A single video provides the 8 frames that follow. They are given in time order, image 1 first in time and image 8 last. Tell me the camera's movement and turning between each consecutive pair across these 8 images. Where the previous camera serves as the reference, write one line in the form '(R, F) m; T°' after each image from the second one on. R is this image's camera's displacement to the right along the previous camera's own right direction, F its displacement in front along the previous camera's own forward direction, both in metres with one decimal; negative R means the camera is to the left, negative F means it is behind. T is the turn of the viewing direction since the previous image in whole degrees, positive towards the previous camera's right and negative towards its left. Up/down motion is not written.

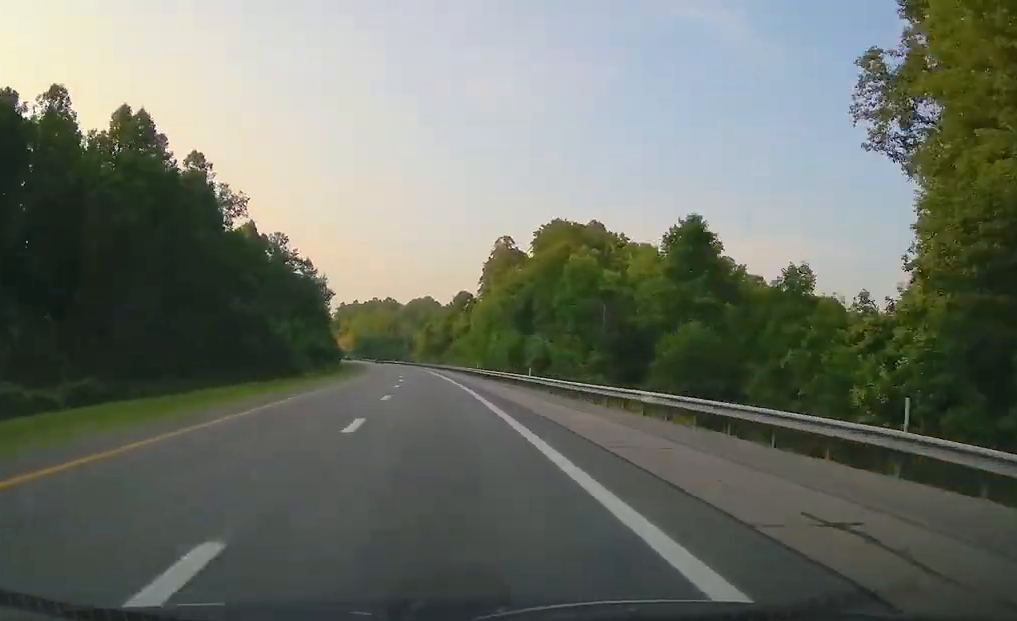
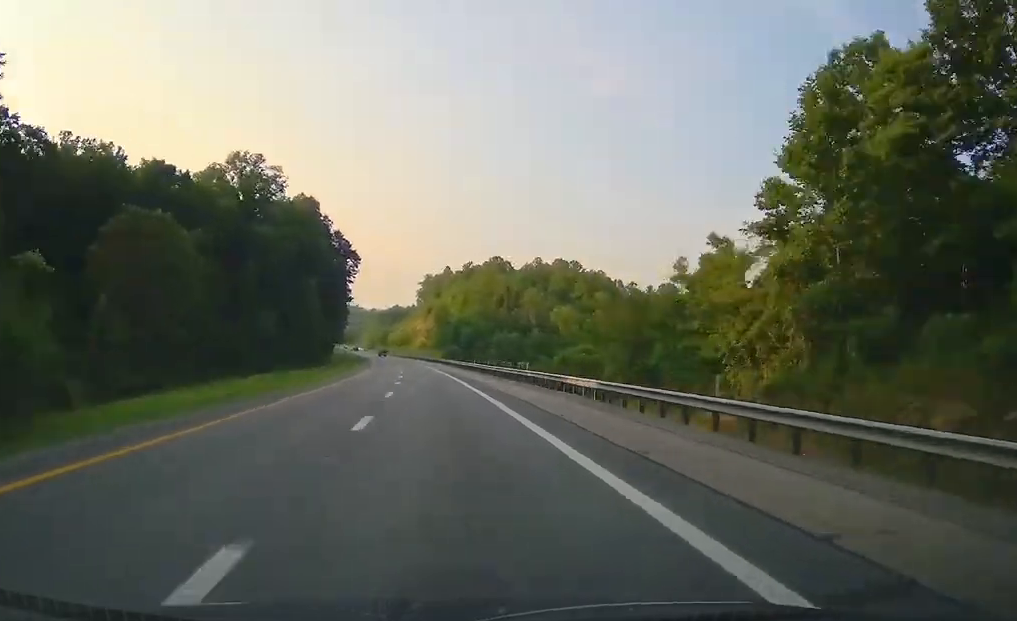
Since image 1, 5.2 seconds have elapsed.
(-13.6, +179.5) m; -8°
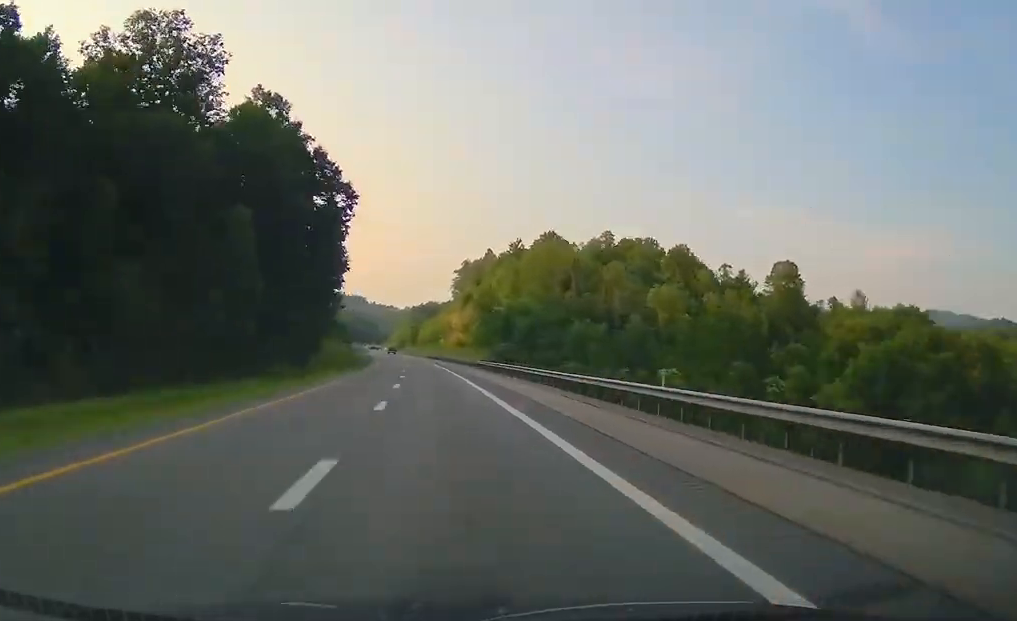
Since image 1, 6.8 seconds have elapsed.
(+0.1, +55.6) m; -2°
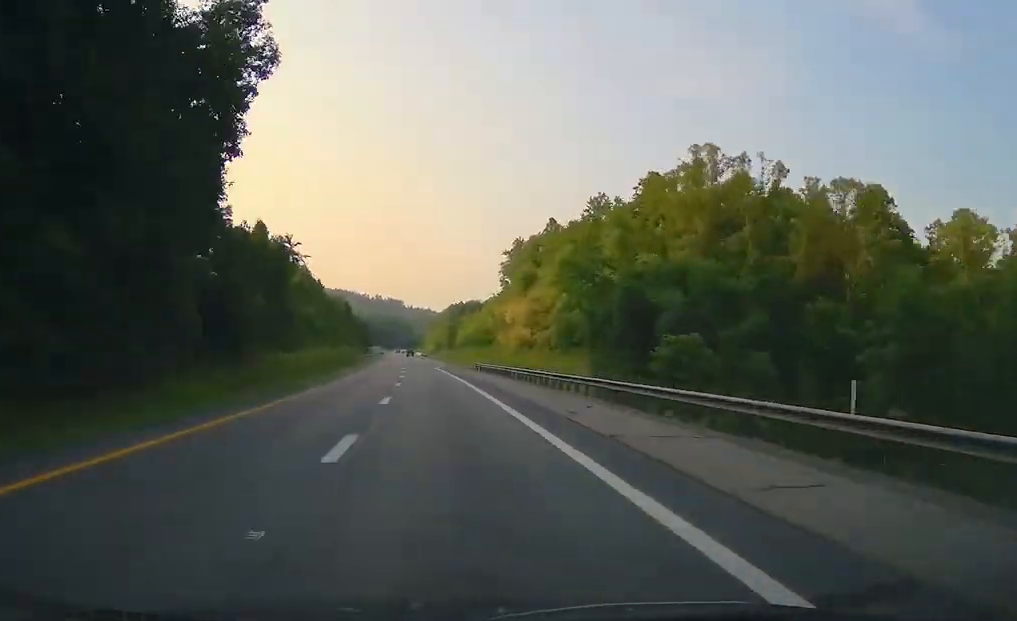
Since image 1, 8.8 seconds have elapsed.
(-3.1, +69.2) m; -2°
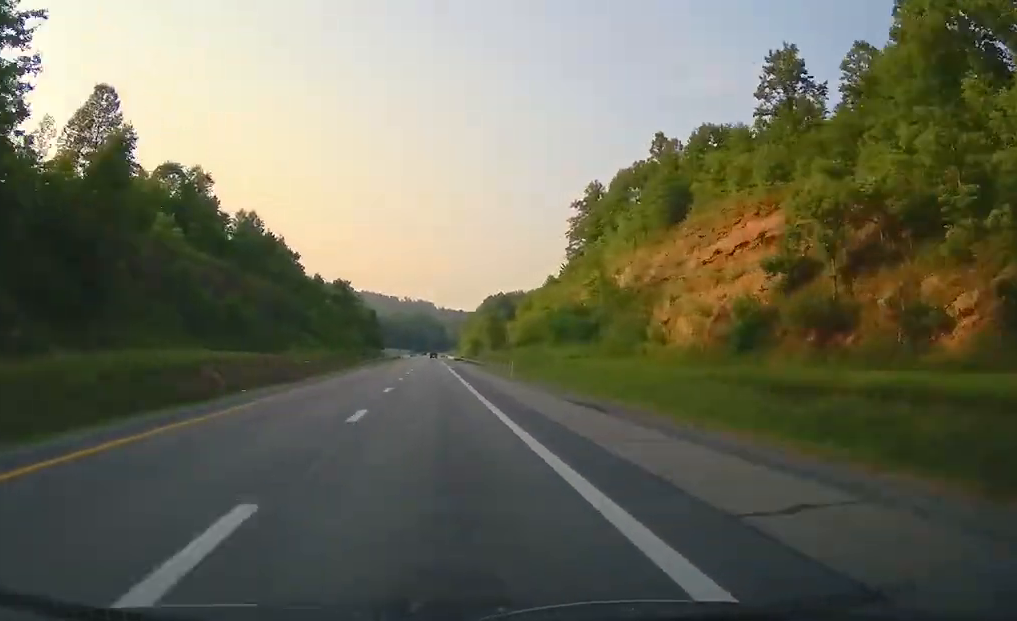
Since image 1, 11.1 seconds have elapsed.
(-1.8, +78.4) m; -2°
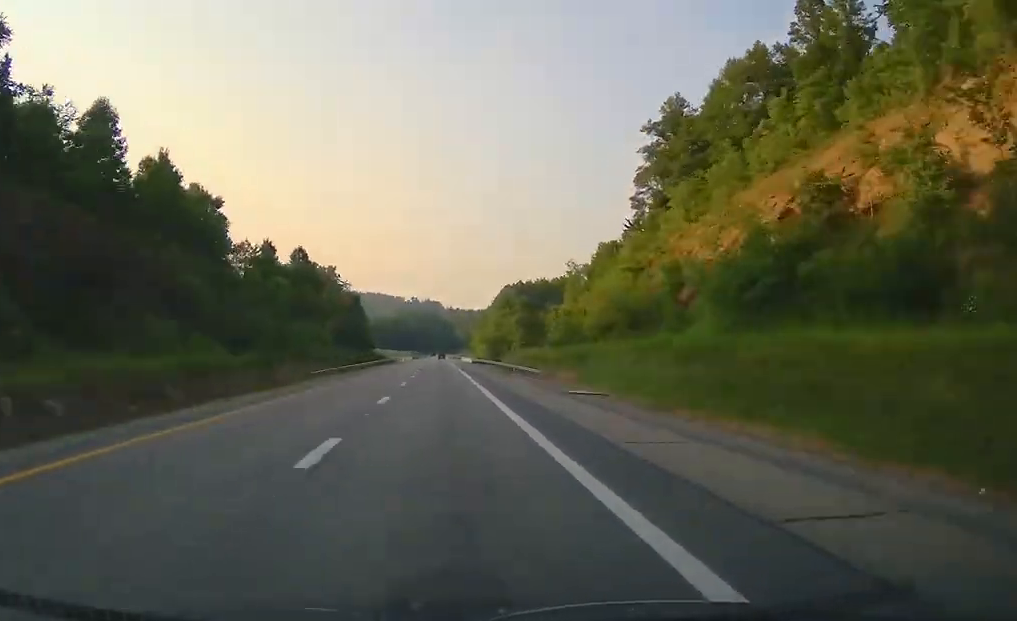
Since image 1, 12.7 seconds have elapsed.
(-0.6, +54.9) m; 0°
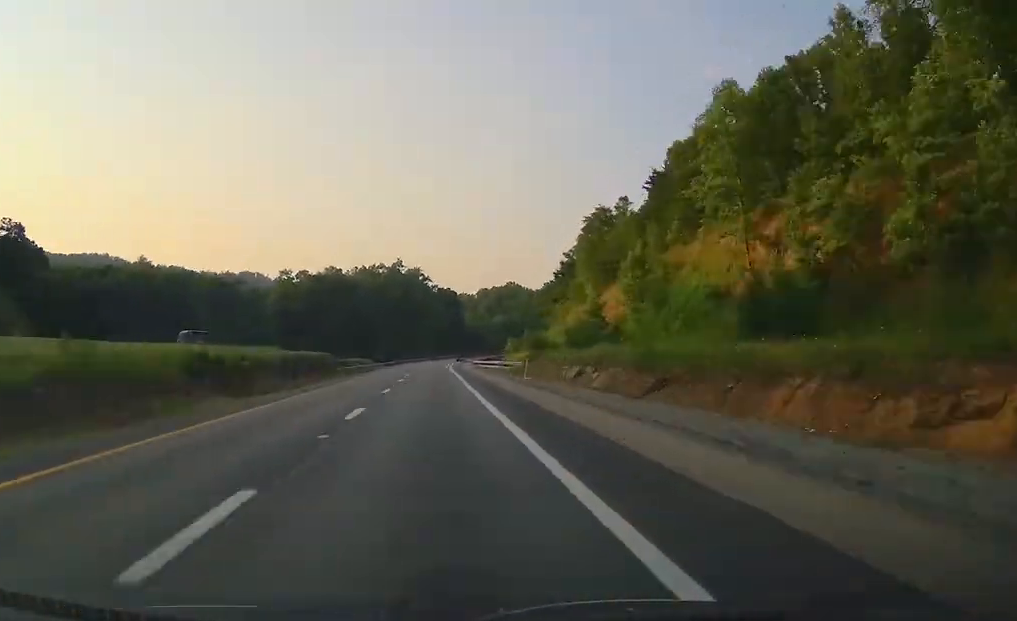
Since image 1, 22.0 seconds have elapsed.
(-1.8, +319.1) m; +2°
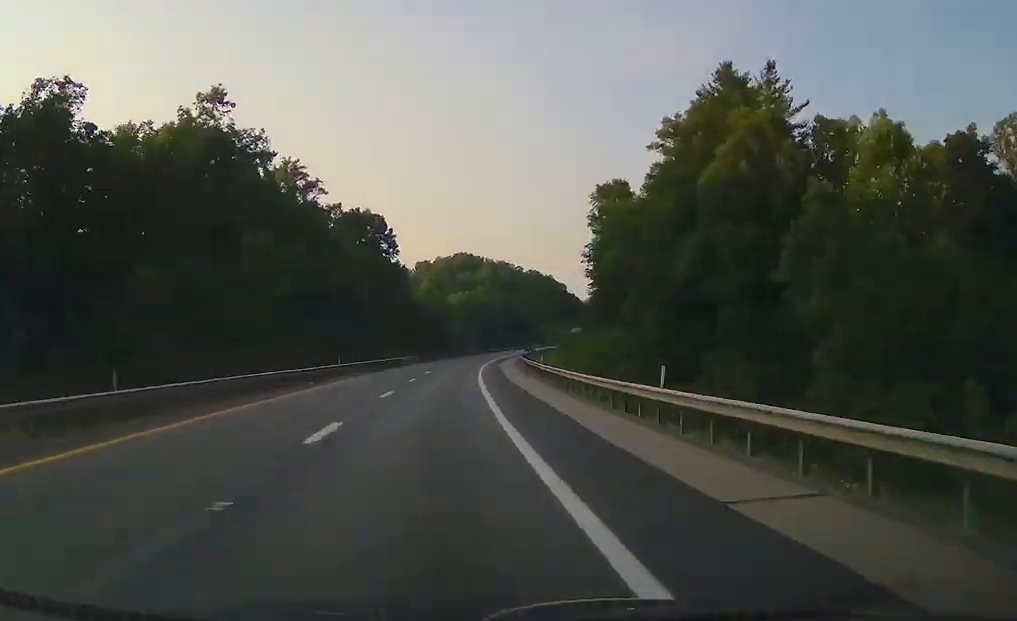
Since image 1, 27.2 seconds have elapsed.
(+7.3, +175.9) m; +9°
